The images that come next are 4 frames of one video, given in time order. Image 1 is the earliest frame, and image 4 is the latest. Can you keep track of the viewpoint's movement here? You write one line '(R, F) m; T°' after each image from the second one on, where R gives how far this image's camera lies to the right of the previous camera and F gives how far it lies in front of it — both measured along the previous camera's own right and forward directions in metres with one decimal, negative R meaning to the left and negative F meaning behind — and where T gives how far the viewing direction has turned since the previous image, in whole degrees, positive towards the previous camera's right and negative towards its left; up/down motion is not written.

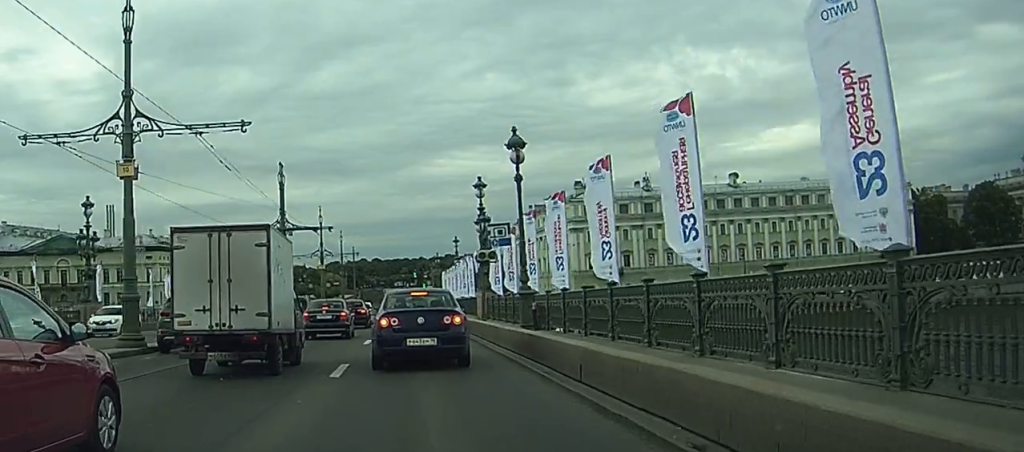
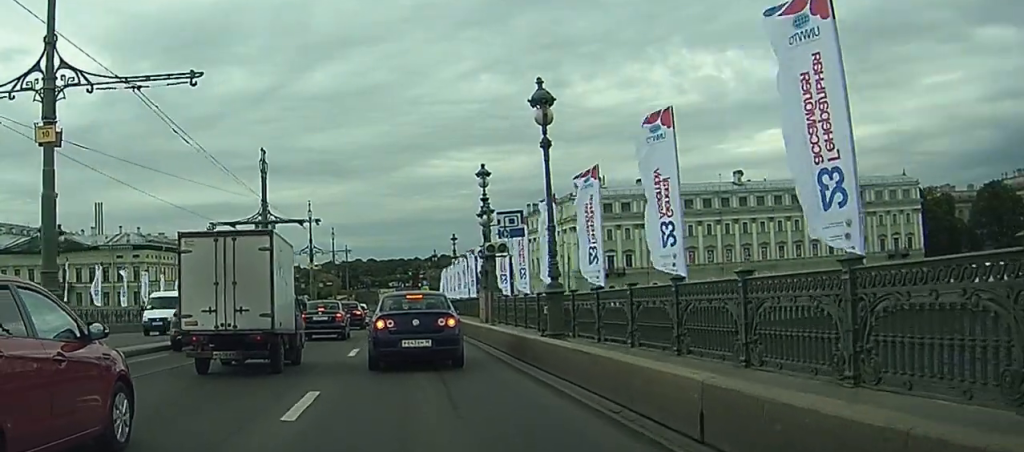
(+0.1, +5.2) m; 0°
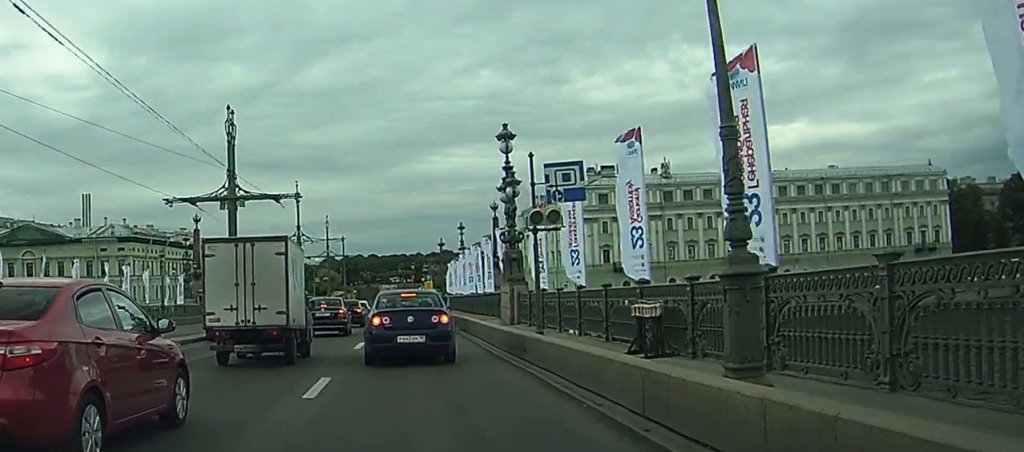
(0.0, +9.8) m; +1°
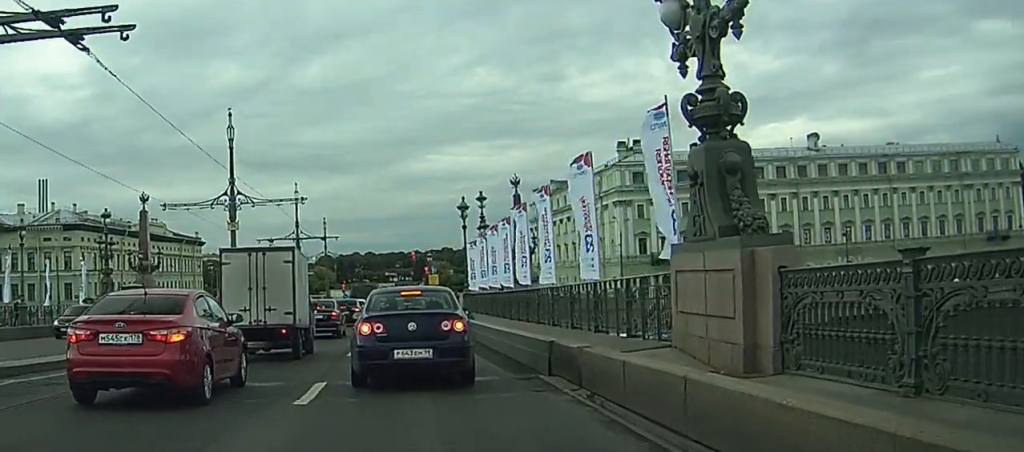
(+1.4, +25.5) m; +2°
